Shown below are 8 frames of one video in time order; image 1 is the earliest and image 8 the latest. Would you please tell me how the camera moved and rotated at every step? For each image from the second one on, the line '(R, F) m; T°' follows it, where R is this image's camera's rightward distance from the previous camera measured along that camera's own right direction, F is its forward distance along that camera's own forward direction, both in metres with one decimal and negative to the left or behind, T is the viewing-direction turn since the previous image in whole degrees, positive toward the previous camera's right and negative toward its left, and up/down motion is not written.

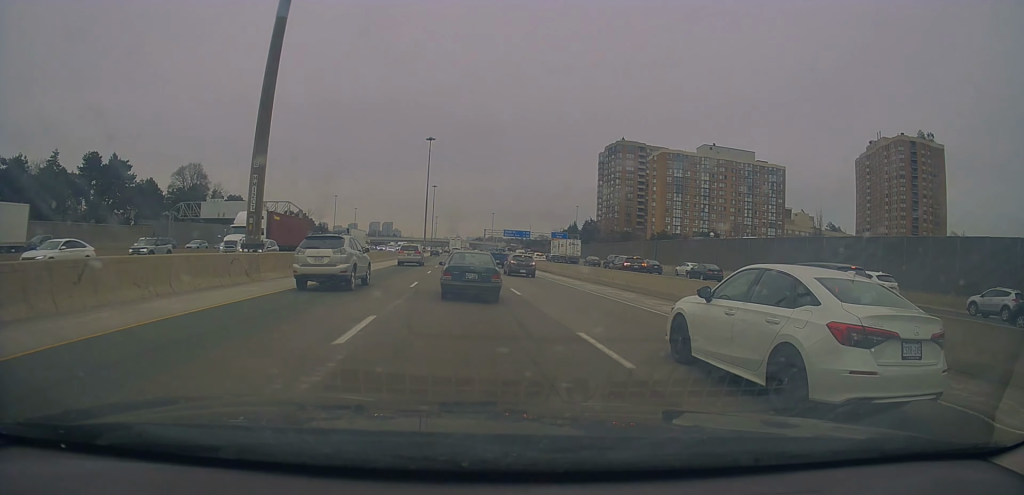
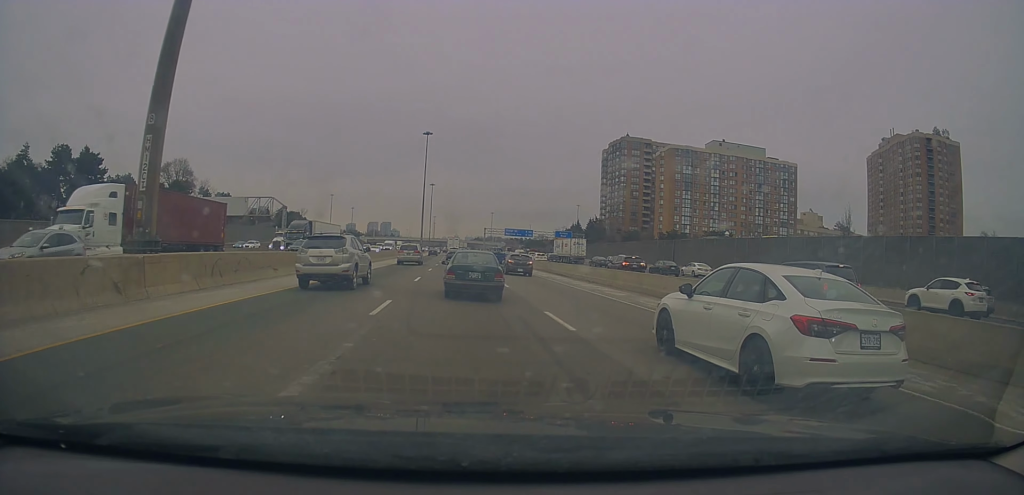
(+0.1, +9.0) m; 0°
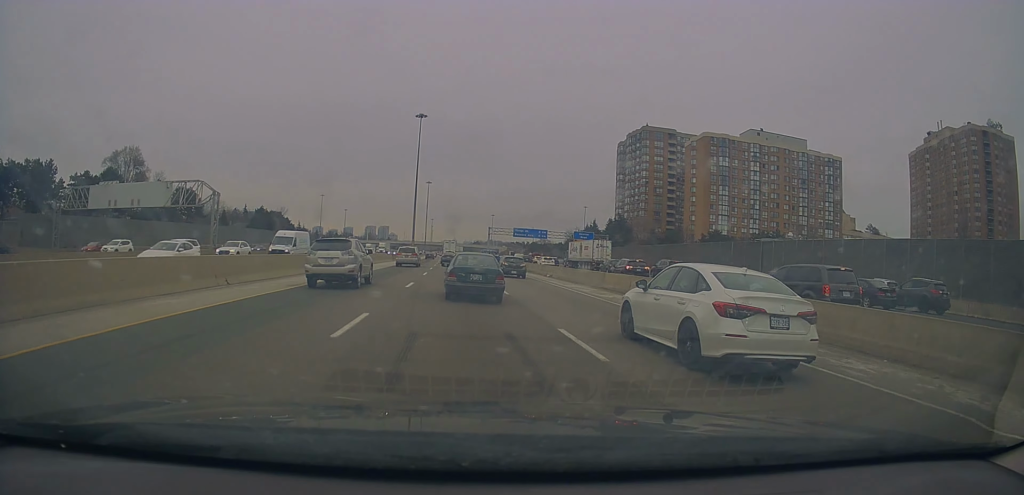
(-0.6, +26.9) m; -1°
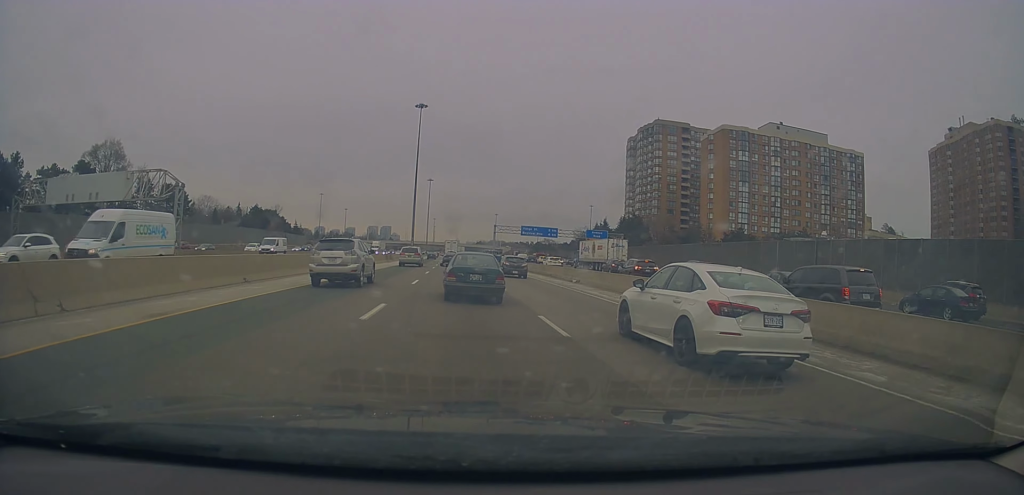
(-0.1, +9.8) m; +1°
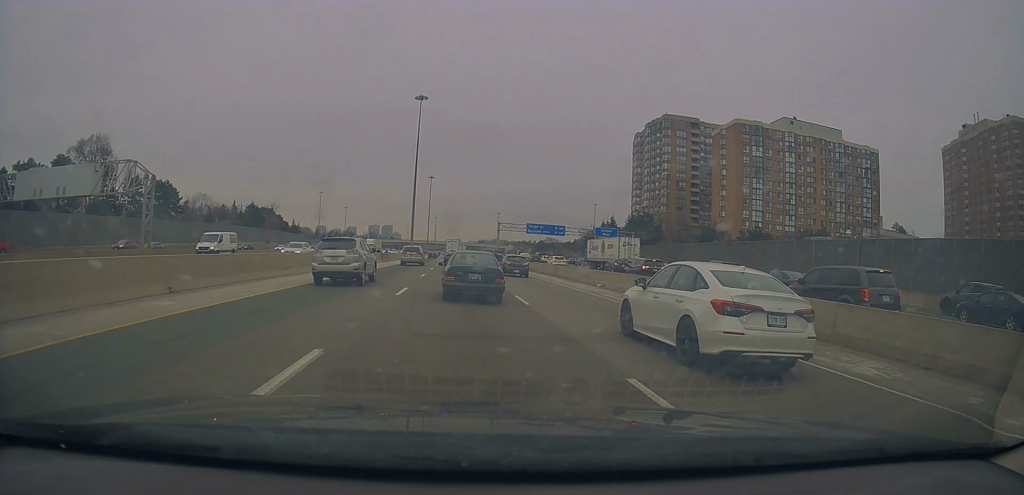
(+0.2, +6.2) m; +1°
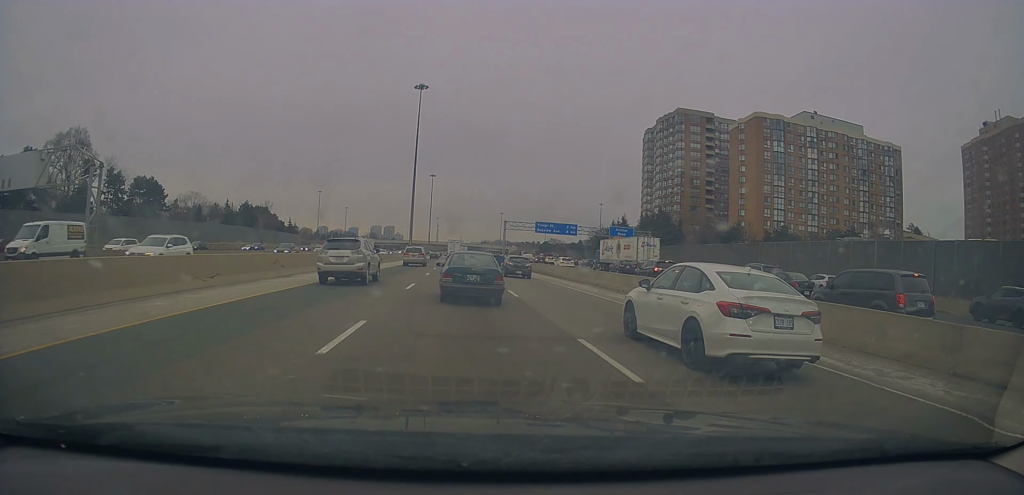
(+0.1, +9.1) m; 0°
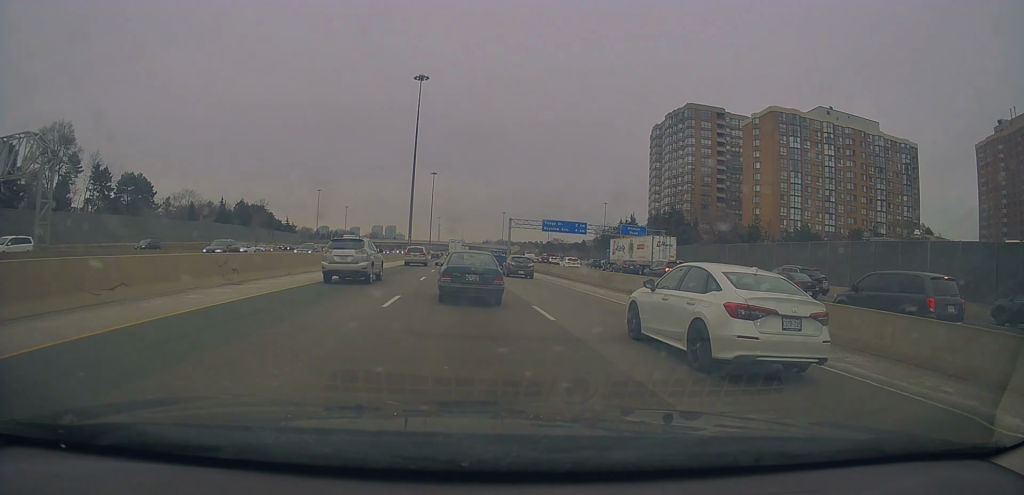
(-0.1, +6.7) m; -1°
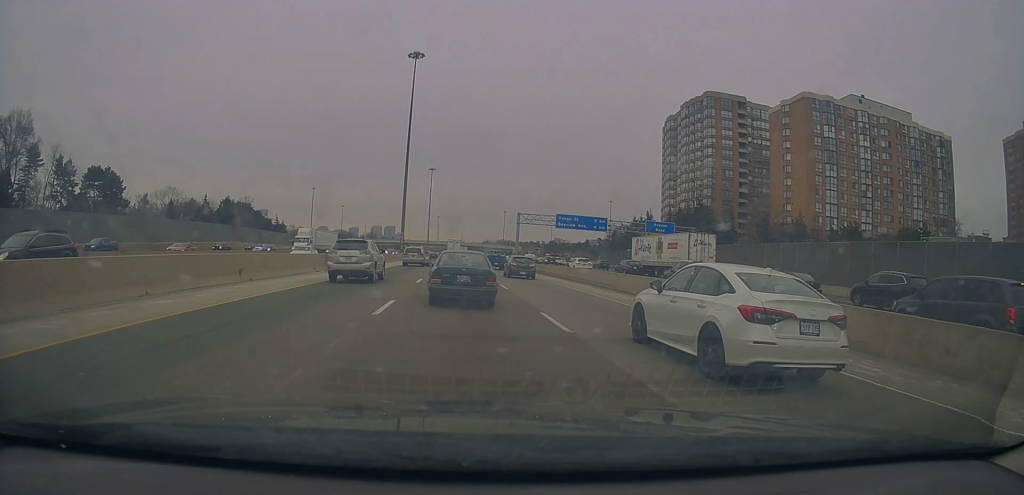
(-0.2, +14.1) m; -1°
